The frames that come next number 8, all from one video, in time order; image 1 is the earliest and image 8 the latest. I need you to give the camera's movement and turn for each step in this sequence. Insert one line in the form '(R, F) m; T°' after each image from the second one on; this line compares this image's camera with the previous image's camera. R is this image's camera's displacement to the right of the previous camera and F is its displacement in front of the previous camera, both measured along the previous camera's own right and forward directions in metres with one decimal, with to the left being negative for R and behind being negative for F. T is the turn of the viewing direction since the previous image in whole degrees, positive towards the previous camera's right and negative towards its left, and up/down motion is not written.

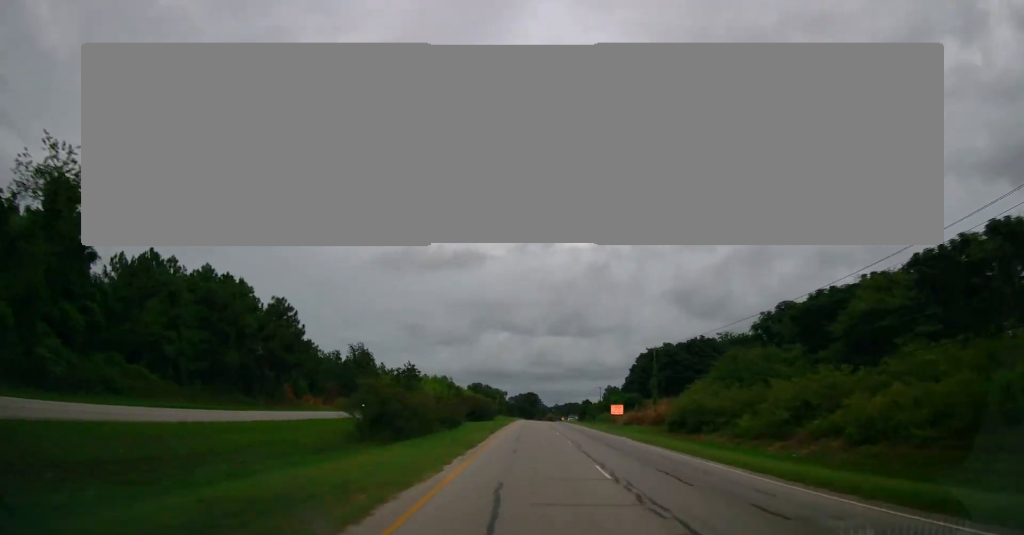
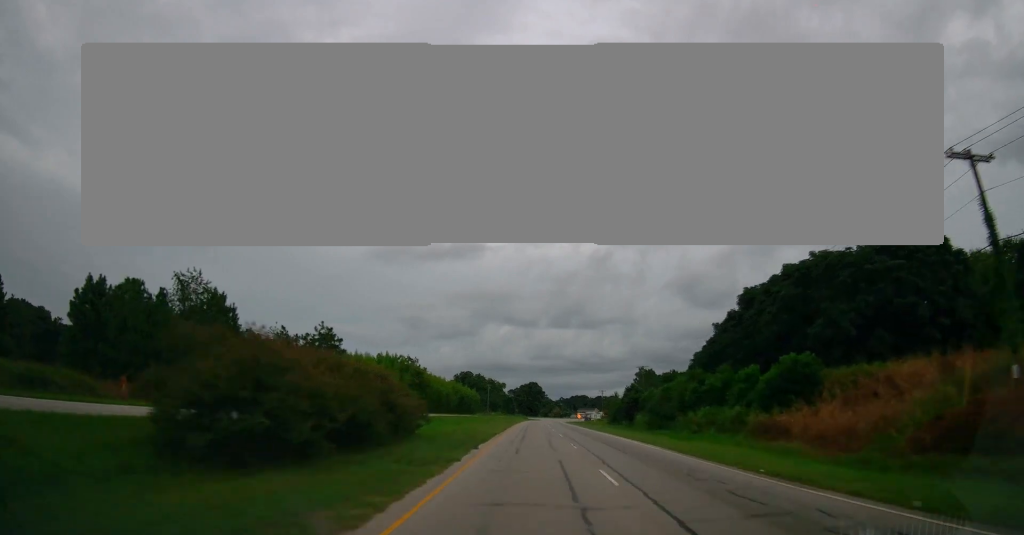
(+0.3, +61.5) m; 0°
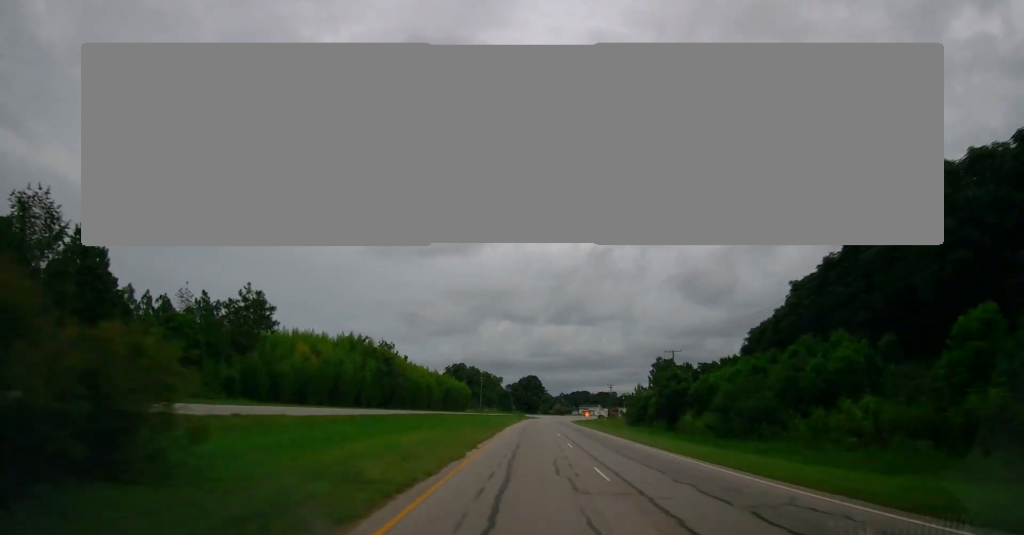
(-0.2, +23.0) m; 0°
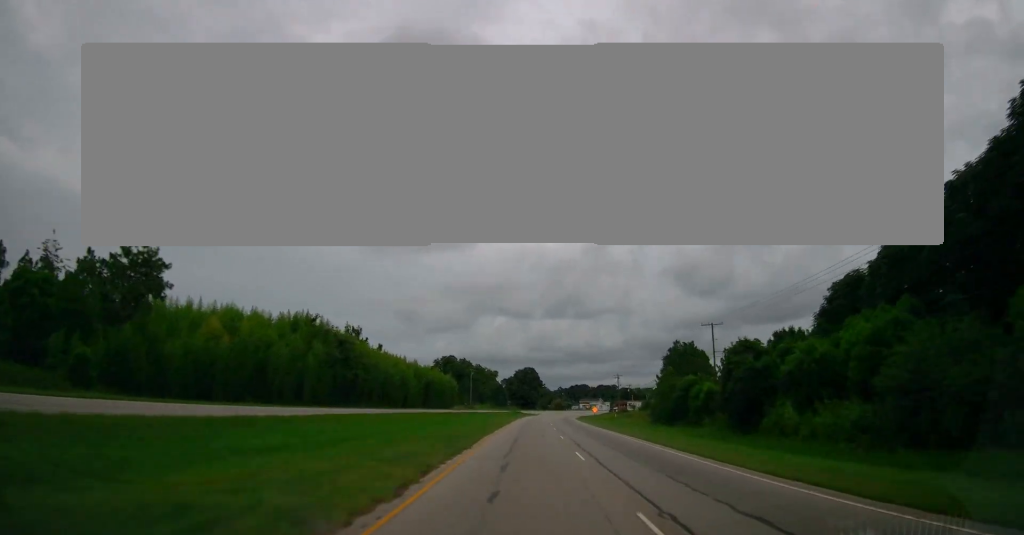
(+0.2, +19.7) m; 0°
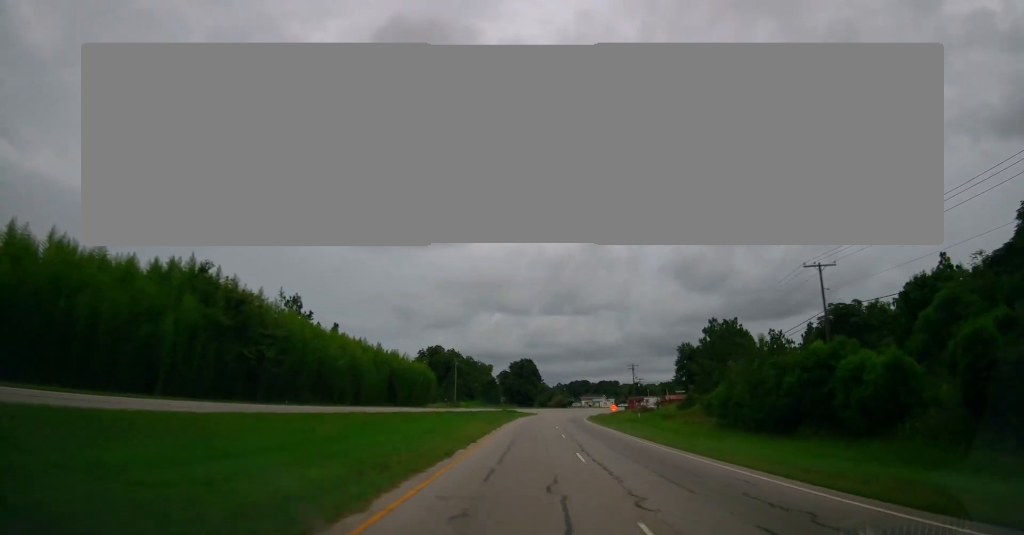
(+0.2, +25.1) m; 0°
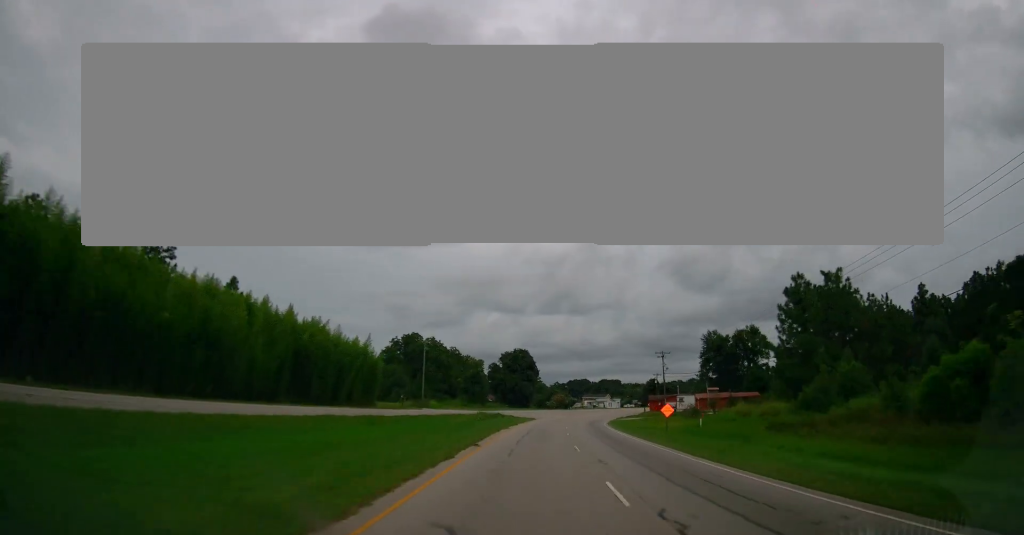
(-0.2, +31.7) m; 0°
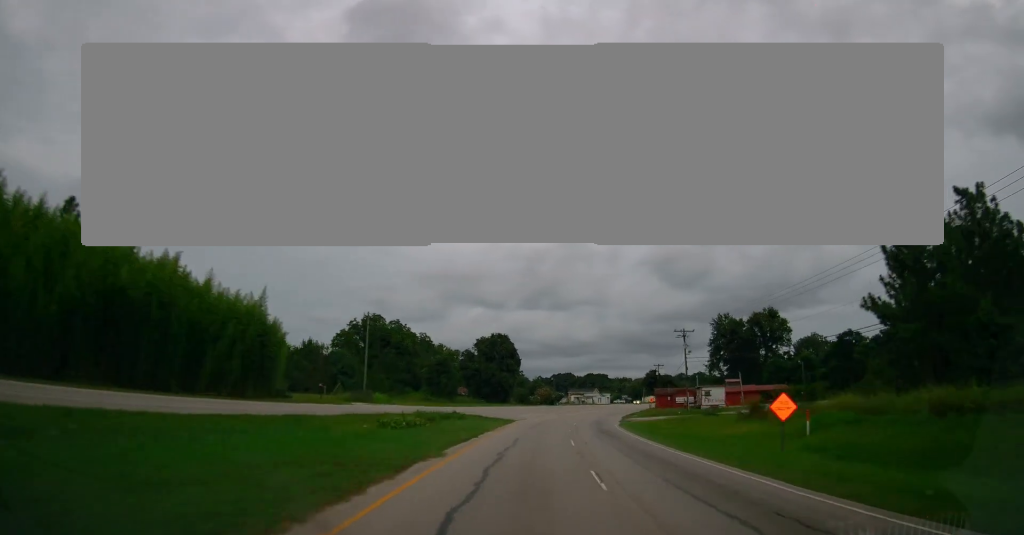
(-0.1, +22.9) m; +1°
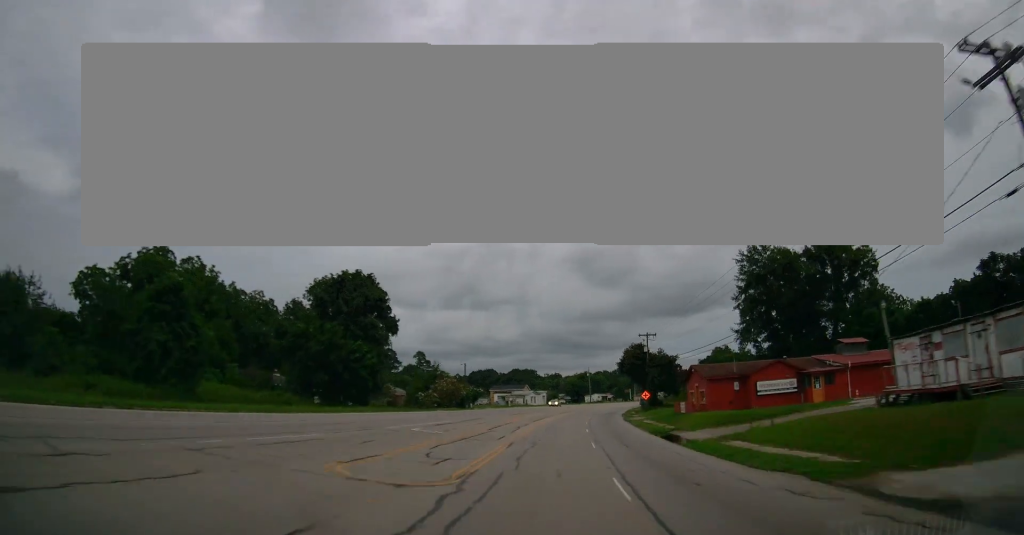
(+2.3, +59.9) m; +6°
